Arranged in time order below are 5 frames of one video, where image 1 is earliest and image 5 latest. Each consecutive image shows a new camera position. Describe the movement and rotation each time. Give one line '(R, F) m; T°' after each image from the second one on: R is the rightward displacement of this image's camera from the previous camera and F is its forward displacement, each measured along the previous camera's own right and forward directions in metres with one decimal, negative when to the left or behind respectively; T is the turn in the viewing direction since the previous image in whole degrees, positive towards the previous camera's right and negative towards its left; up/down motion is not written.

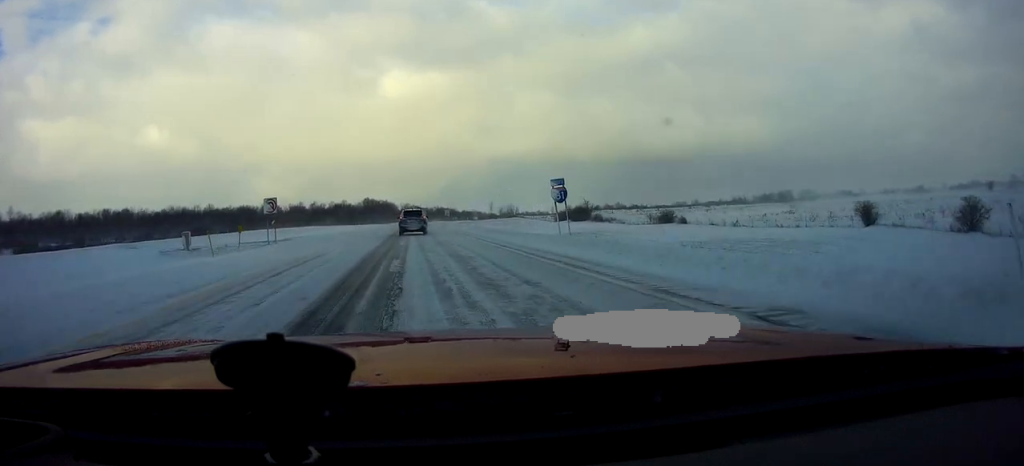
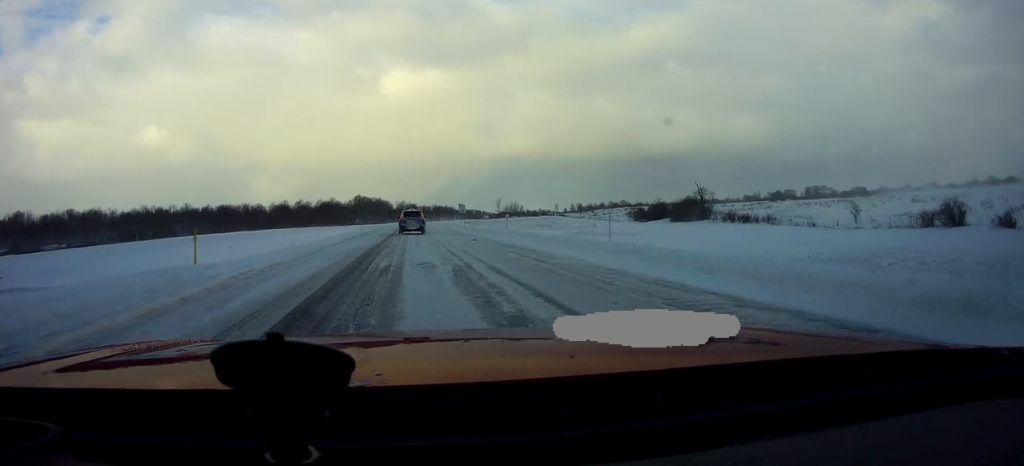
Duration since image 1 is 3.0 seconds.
(-0.1, +47.4) m; 0°
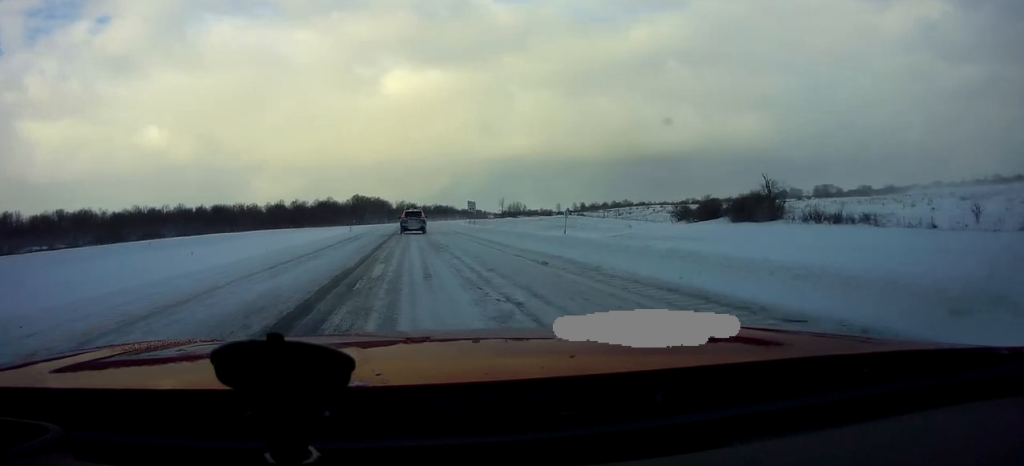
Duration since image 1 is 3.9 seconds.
(0.0, +14.1) m; 0°
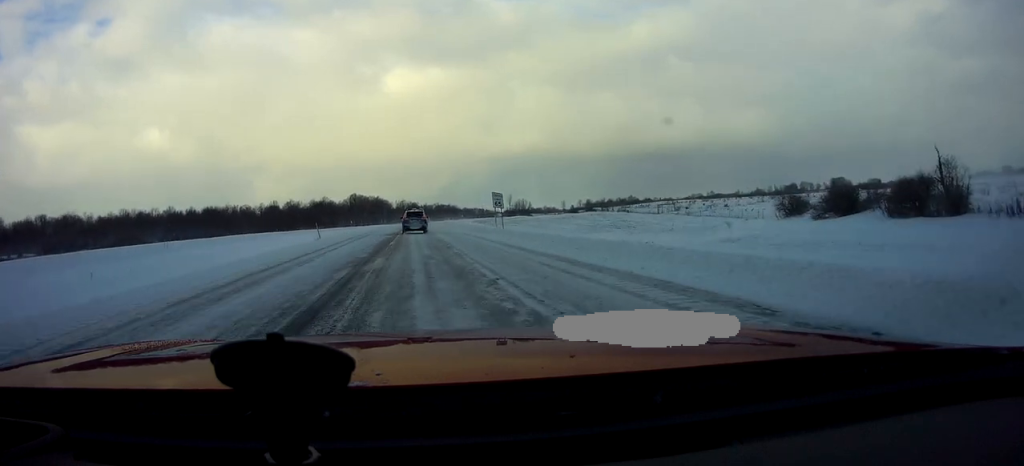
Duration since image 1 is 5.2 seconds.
(0.0, +22.0) m; 0°
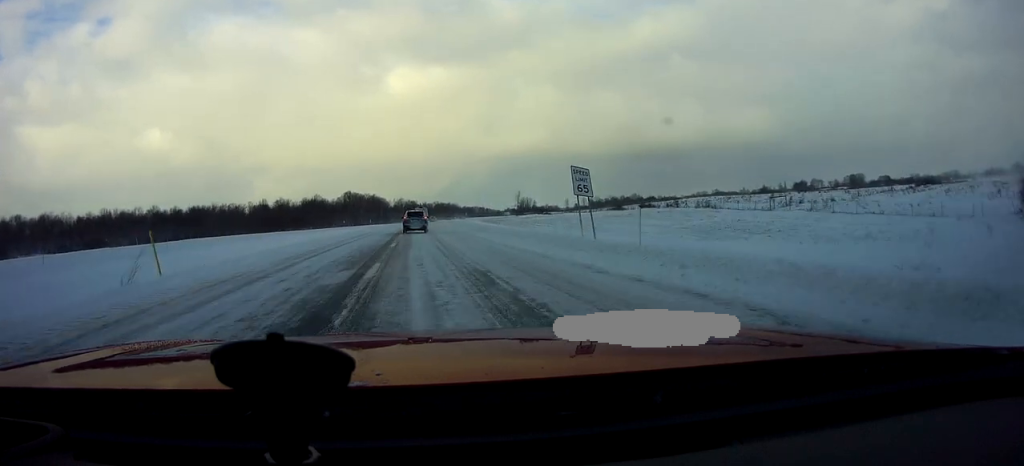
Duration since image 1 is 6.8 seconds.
(0.0, +26.3) m; 0°
